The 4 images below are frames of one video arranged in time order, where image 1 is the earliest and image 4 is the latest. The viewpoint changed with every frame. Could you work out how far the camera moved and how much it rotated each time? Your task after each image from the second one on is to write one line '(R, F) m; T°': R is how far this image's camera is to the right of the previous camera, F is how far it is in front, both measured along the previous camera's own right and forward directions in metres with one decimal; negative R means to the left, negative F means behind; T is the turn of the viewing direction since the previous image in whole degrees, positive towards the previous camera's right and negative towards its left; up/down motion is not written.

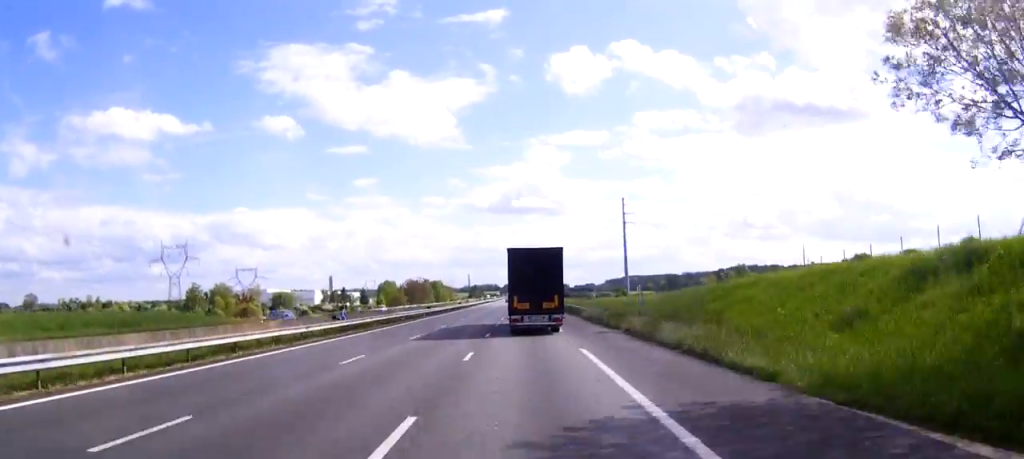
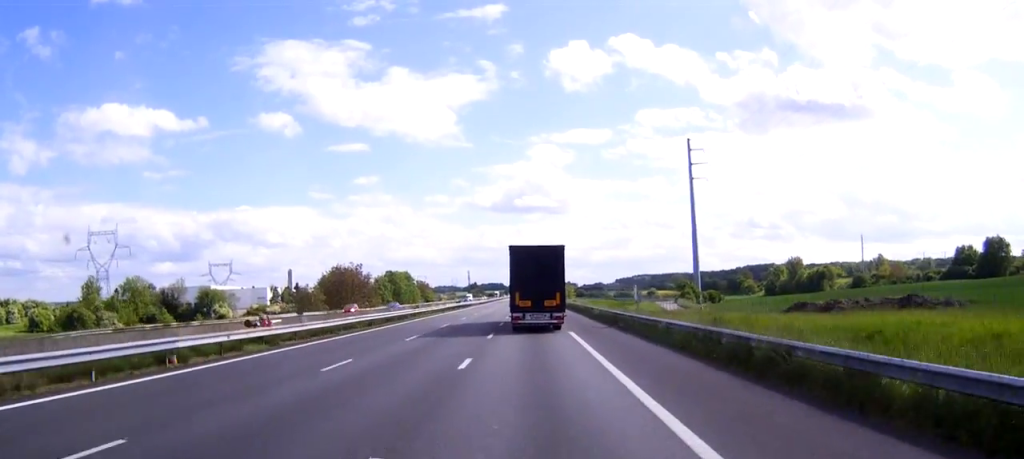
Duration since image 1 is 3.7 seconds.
(-0.3, +93.9) m; 0°
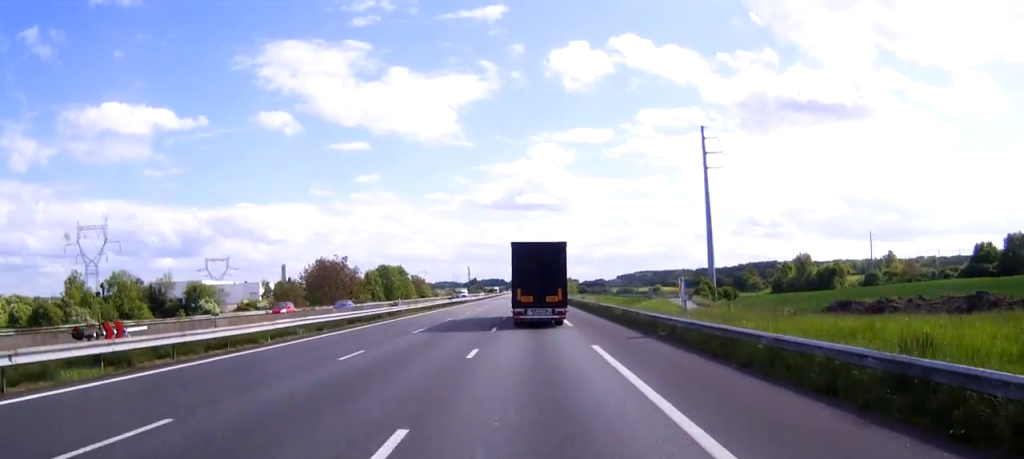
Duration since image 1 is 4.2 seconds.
(0.0, +11.7) m; 0°
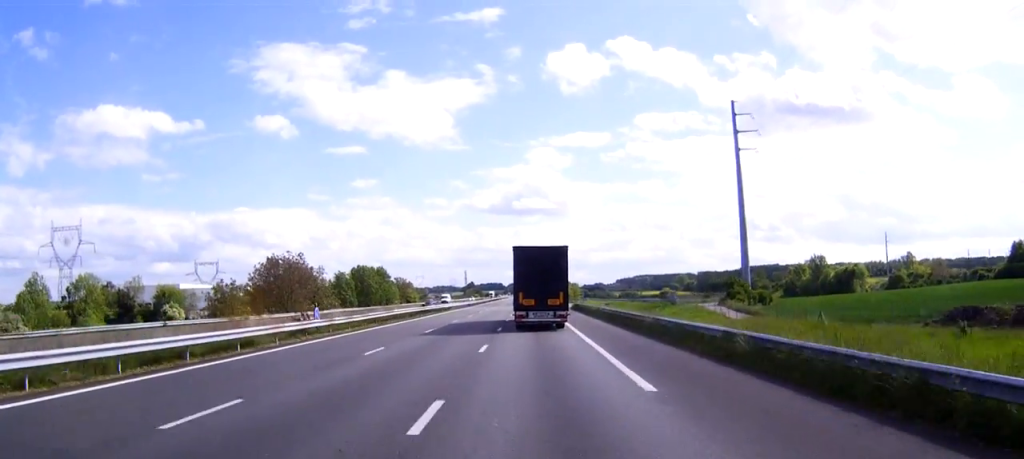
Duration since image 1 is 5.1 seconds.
(0.0, +23.4) m; 0°
